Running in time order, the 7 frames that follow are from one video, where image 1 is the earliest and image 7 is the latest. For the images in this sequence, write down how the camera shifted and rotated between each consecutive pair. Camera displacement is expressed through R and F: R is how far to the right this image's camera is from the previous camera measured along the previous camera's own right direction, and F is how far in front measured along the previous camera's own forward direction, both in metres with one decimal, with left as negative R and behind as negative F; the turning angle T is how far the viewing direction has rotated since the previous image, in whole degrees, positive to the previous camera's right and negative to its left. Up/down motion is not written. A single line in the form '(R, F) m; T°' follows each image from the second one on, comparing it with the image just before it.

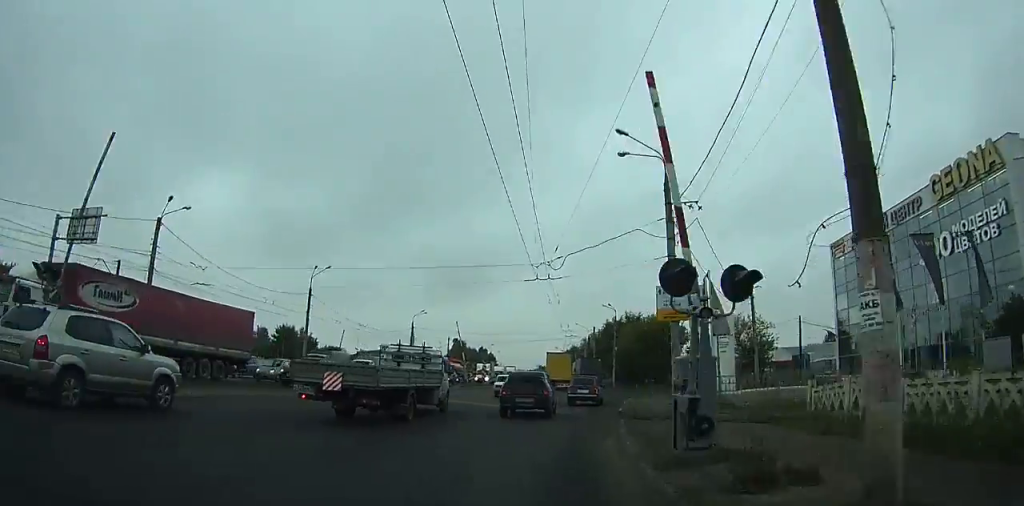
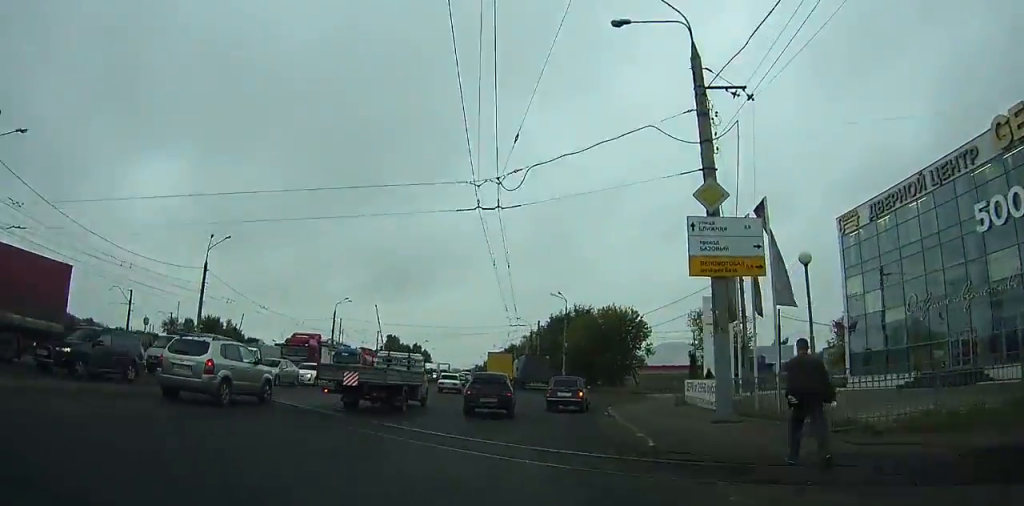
(+1.0, +11.3) m; +7°
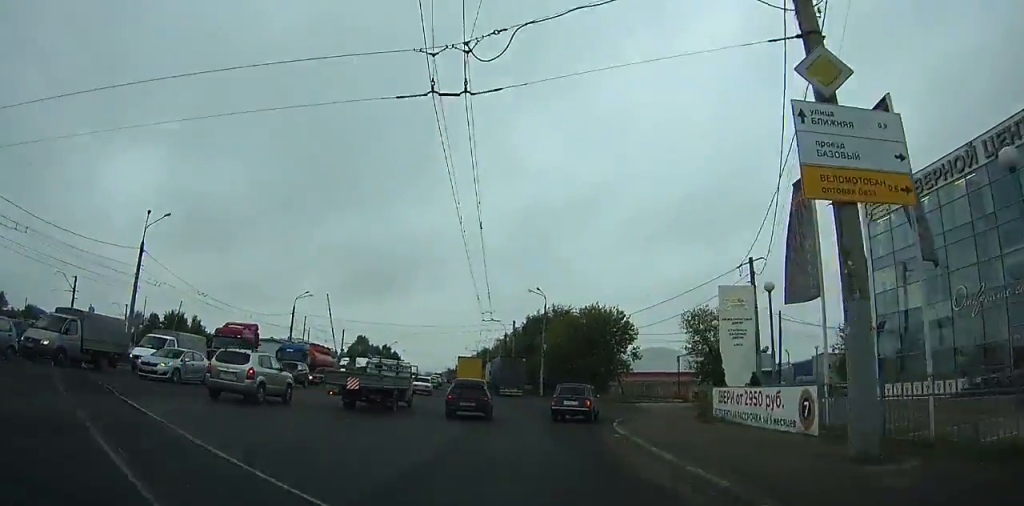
(+0.2, +7.0) m; +3°
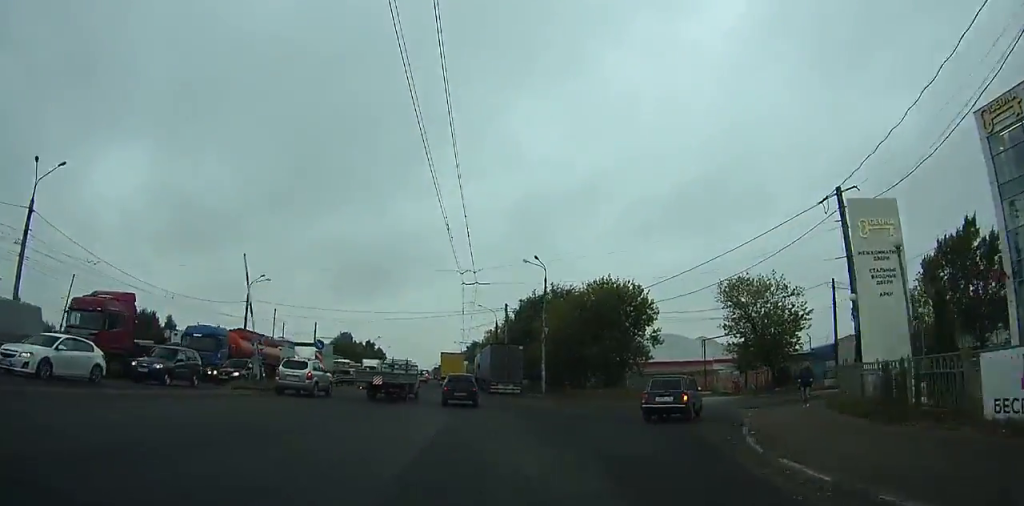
(+0.6, +12.5) m; +4°
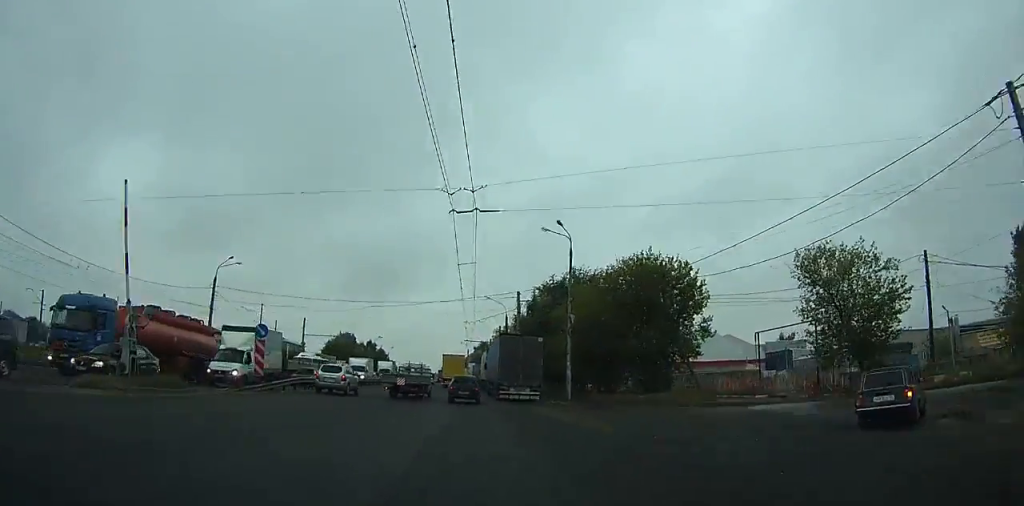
(+0.3, +10.5) m; +2°
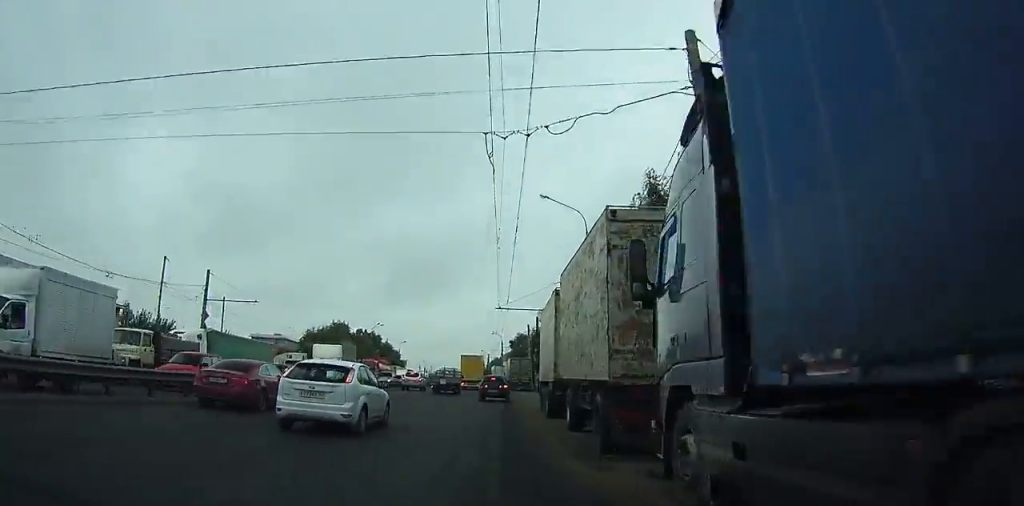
(-0.5, +40.1) m; -2°
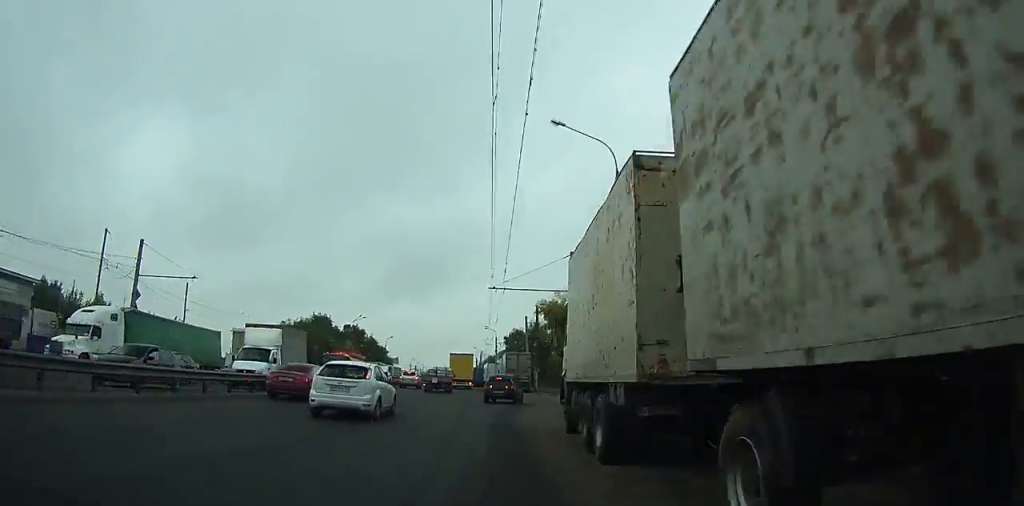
(-0.1, +10.0) m; 0°
